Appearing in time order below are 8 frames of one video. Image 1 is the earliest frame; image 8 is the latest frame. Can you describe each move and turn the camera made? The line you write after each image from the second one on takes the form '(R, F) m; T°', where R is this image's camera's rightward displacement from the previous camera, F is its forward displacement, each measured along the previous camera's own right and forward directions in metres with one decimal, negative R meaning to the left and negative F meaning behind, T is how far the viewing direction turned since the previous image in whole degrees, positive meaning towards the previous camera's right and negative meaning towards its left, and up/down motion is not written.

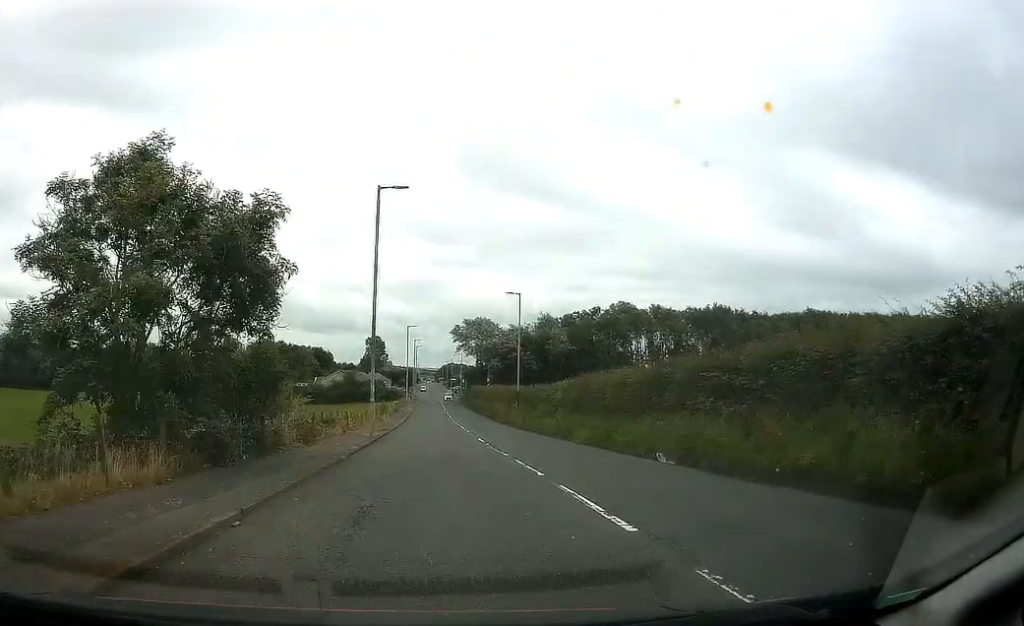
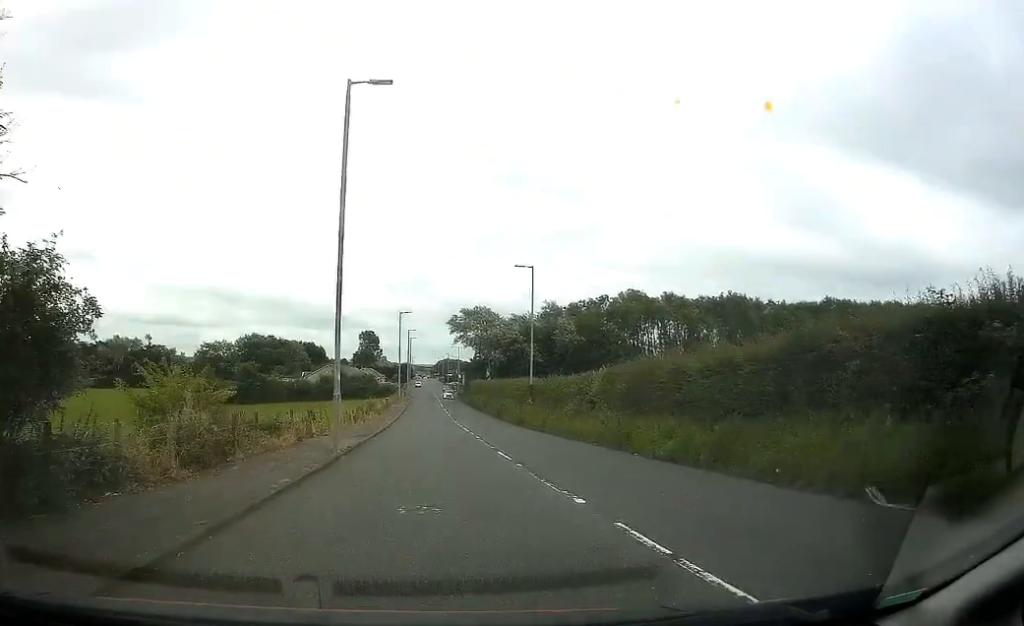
(+0.2, +9.9) m; +1°
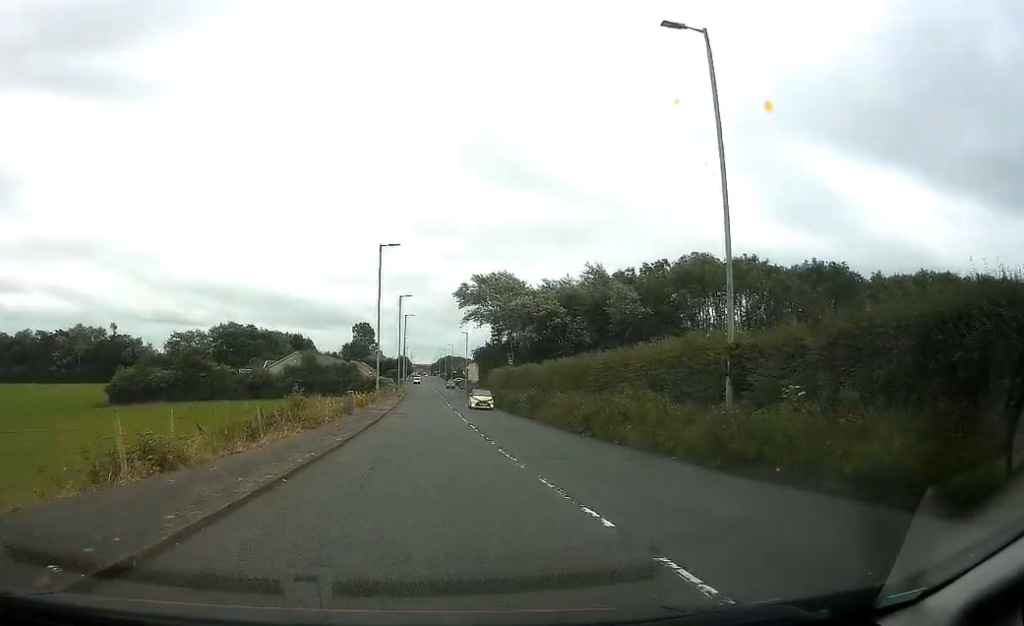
(-0.5, +32.0) m; 0°
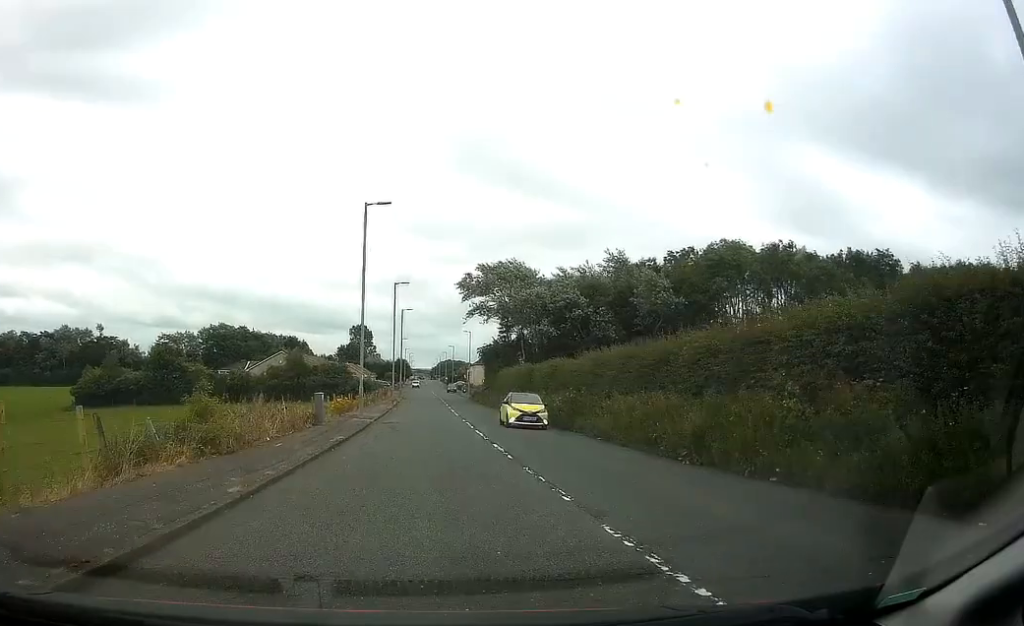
(+0.1, +10.0) m; +1°
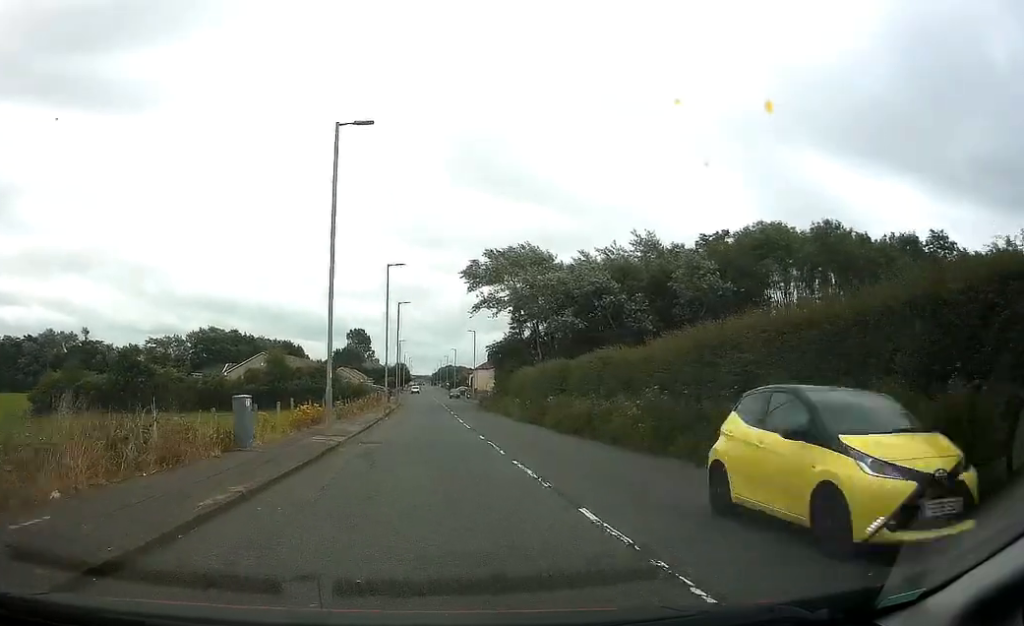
(0.0, +10.8) m; 0°
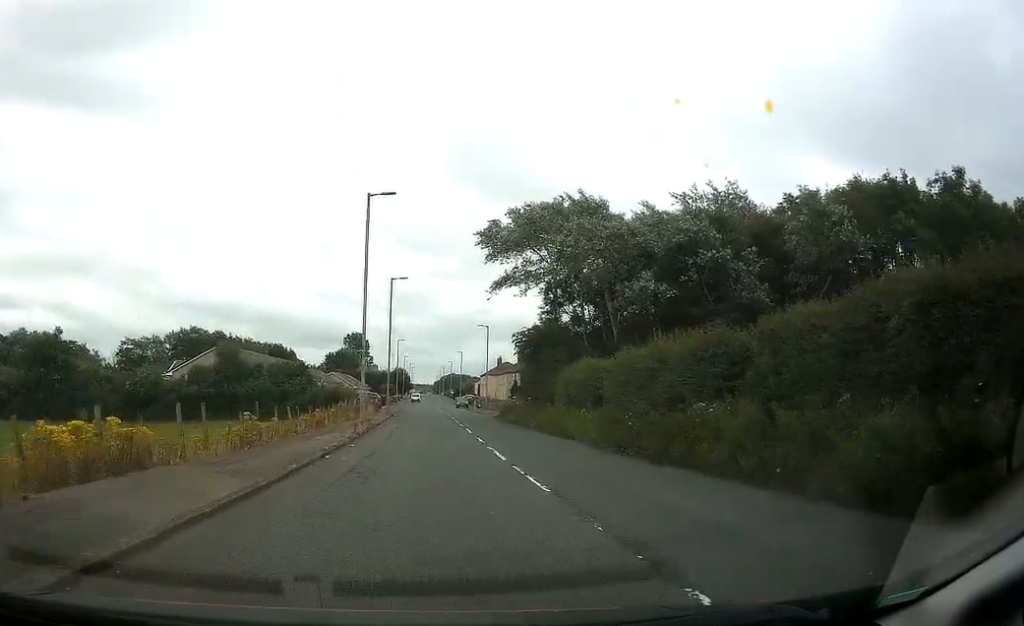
(0.0, +19.0) m; 0°
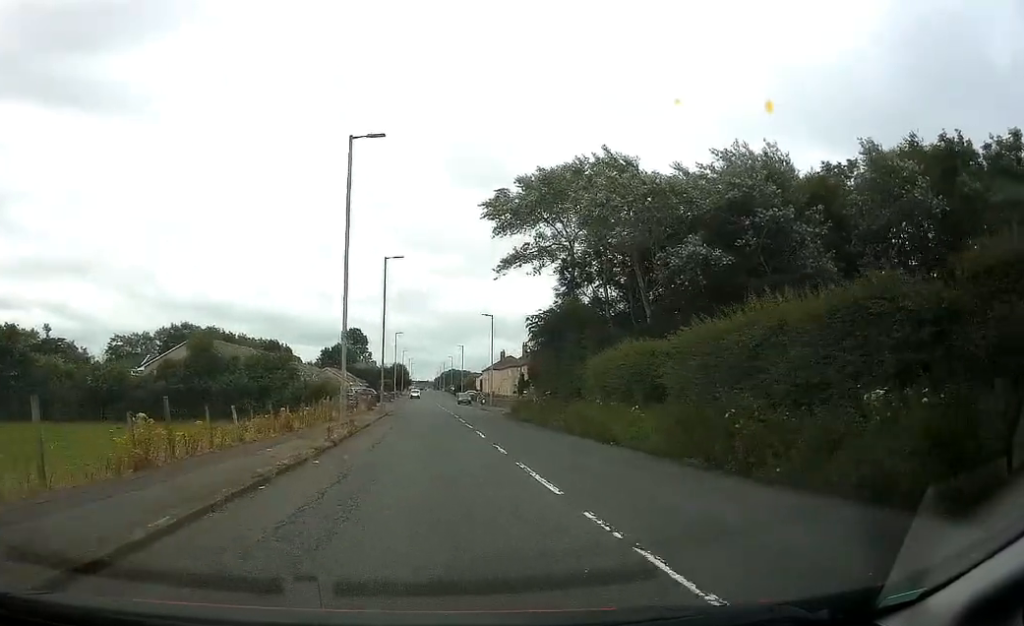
(0.0, +6.4) m; 0°
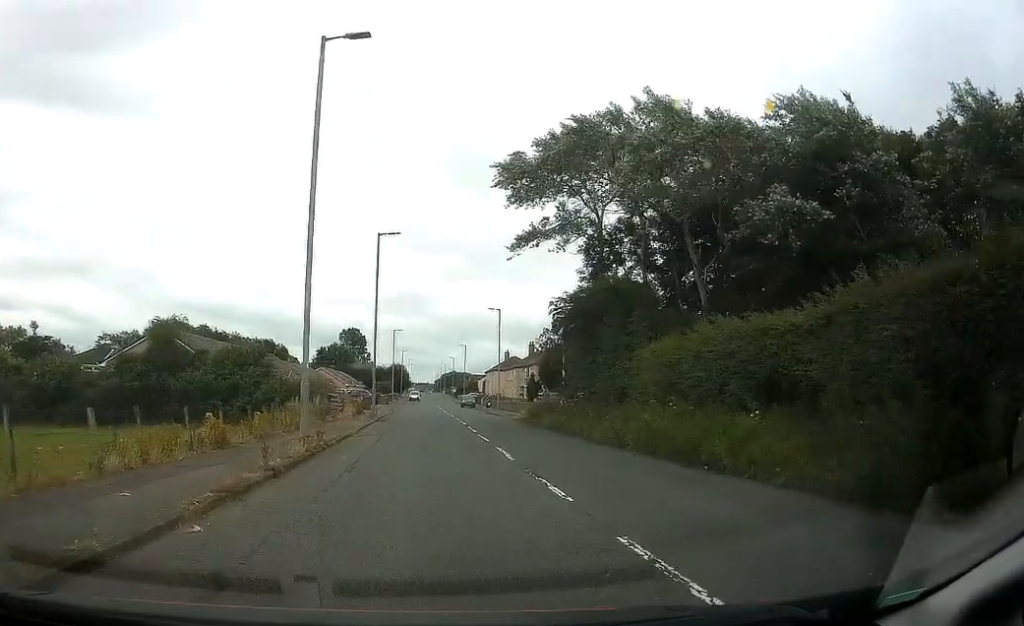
(0.0, +7.2) m; 0°
